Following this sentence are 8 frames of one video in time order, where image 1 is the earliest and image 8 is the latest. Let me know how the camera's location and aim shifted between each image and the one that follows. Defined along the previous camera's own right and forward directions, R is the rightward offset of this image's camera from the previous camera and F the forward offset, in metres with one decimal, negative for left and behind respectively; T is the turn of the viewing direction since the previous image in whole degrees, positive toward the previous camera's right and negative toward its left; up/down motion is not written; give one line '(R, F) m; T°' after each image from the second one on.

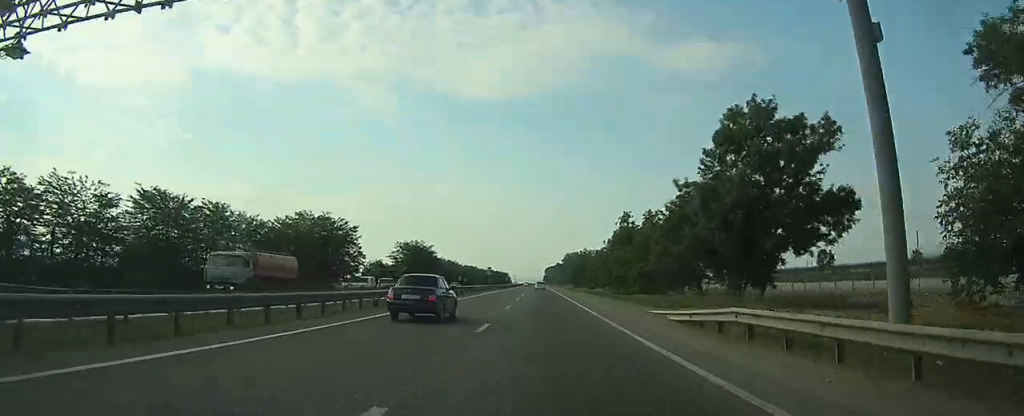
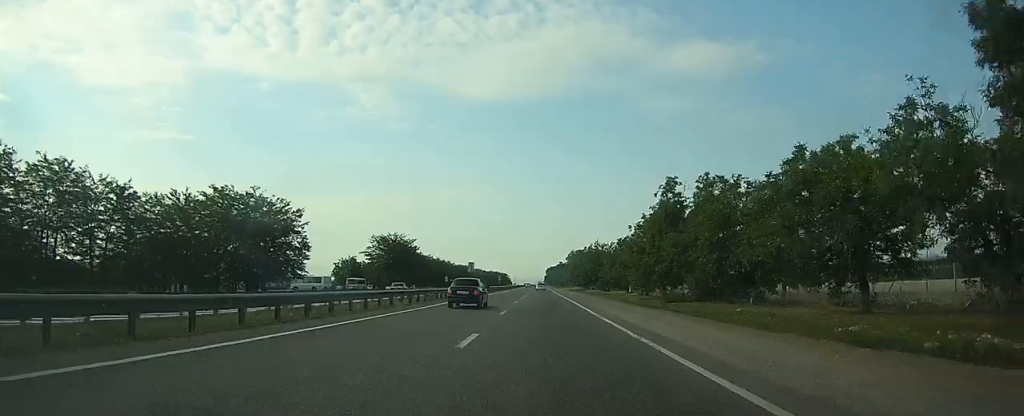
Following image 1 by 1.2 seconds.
(+0.1, +27.5) m; 0°
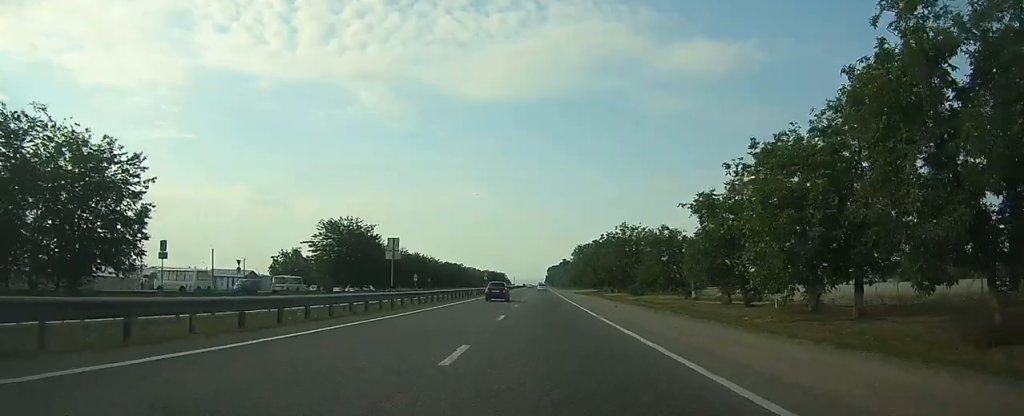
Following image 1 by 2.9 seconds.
(0.0, +38.3) m; 0°
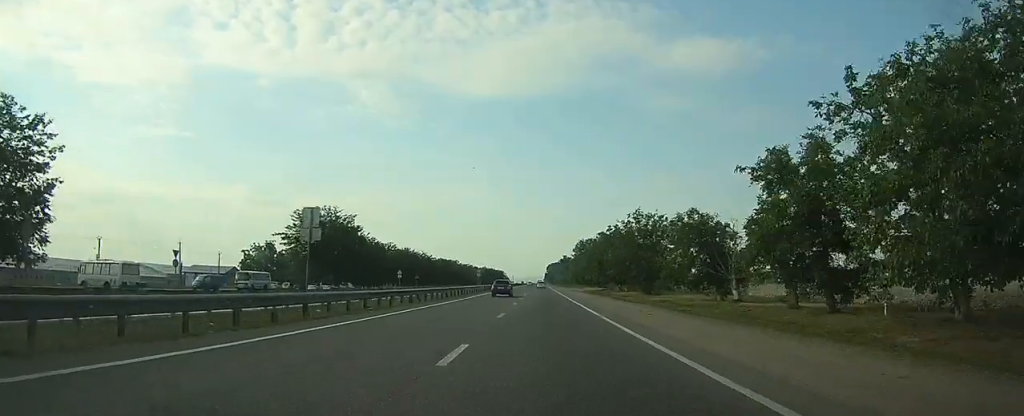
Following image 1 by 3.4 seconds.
(0.0, +12.2) m; 0°
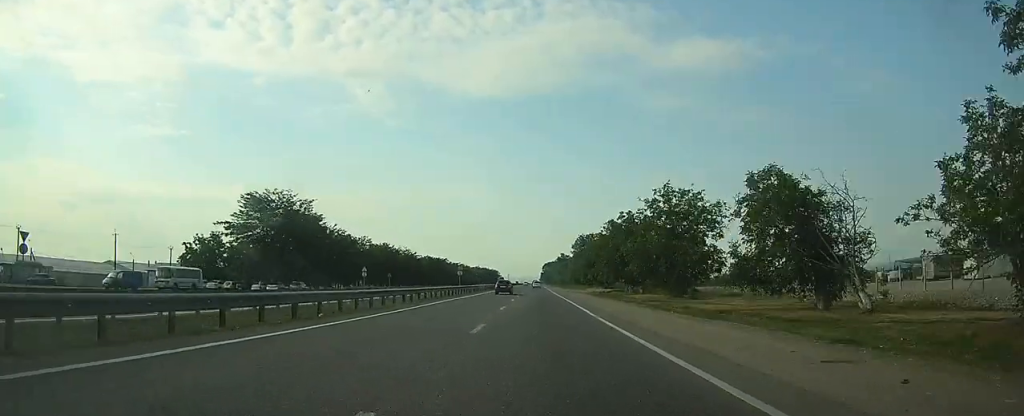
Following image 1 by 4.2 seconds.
(0.0, +18.4) m; 0°
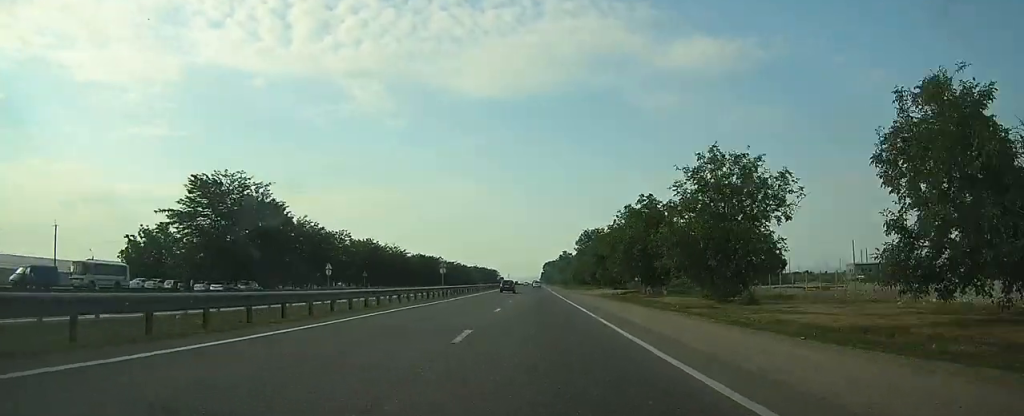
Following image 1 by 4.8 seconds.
(0.0, +14.6) m; 0°
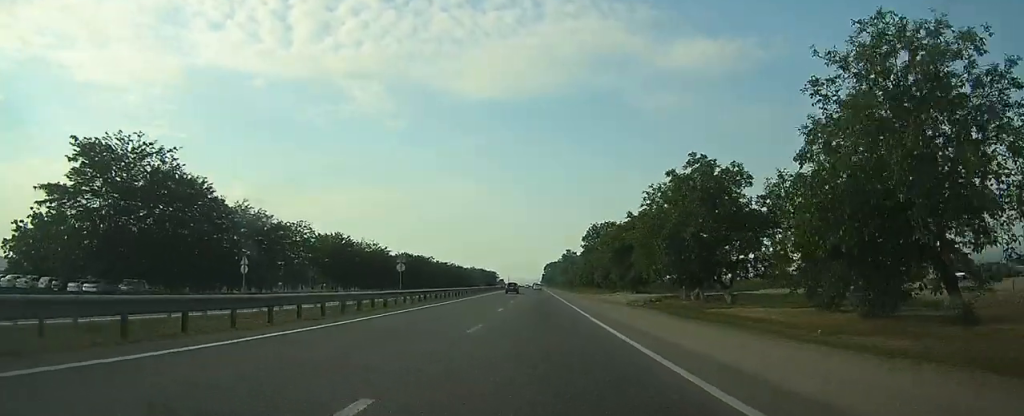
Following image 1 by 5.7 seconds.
(+0.1, +20.7) m; 0°
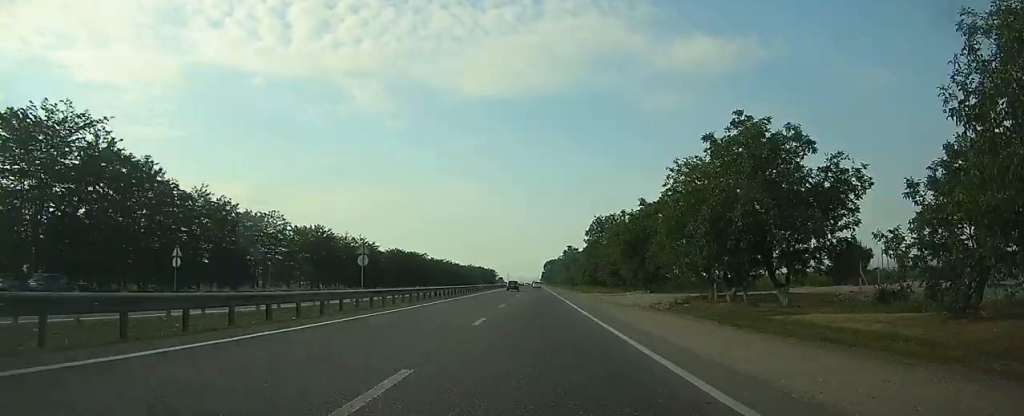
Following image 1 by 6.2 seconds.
(0.0, +10.0) m; 0°
